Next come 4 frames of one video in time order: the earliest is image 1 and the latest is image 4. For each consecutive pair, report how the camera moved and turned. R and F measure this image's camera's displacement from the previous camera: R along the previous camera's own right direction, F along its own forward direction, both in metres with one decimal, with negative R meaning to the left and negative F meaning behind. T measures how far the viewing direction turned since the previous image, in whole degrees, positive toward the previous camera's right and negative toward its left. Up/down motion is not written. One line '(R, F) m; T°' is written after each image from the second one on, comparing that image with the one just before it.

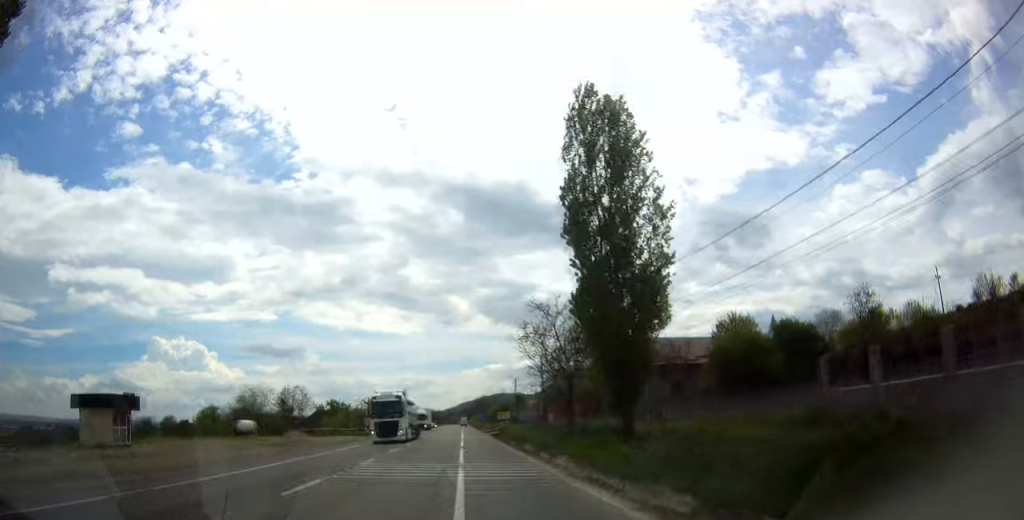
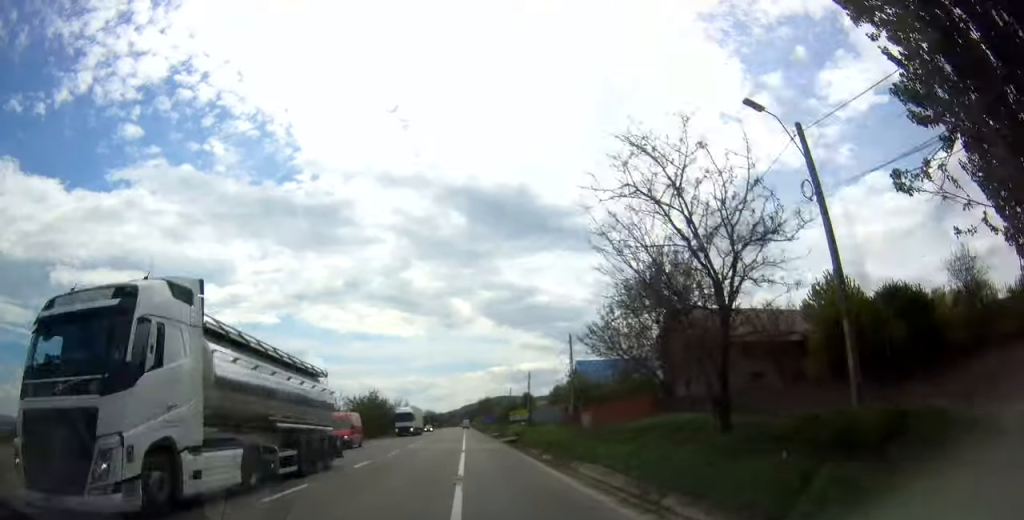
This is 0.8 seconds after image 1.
(+0.4, +19.2) m; 0°
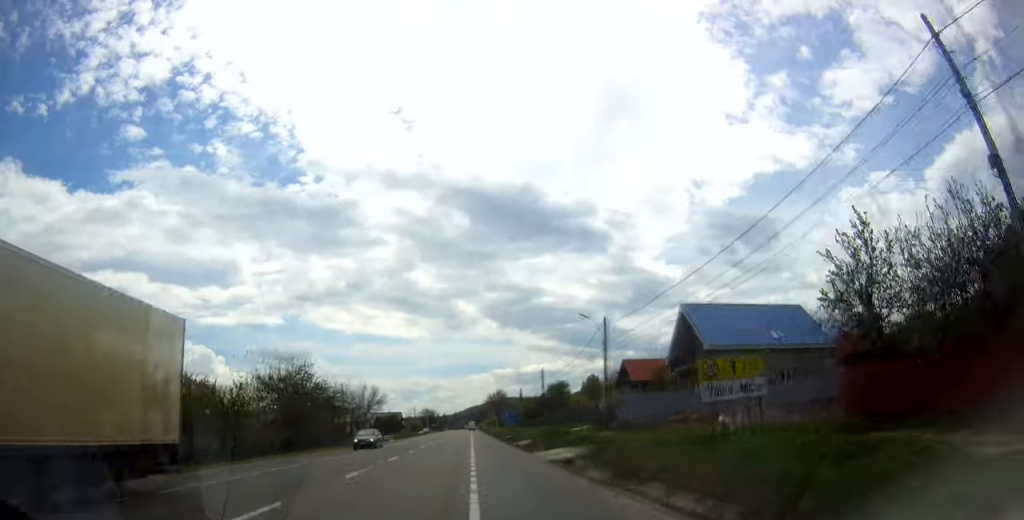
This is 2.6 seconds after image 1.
(-0.5, +47.5) m; 0°
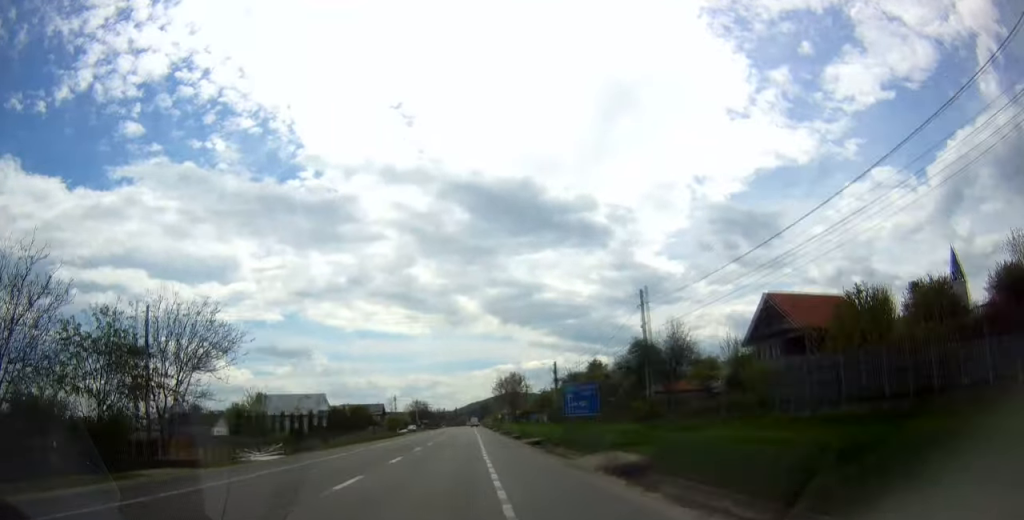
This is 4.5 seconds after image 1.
(+0.2, +47.6) m; 0°
